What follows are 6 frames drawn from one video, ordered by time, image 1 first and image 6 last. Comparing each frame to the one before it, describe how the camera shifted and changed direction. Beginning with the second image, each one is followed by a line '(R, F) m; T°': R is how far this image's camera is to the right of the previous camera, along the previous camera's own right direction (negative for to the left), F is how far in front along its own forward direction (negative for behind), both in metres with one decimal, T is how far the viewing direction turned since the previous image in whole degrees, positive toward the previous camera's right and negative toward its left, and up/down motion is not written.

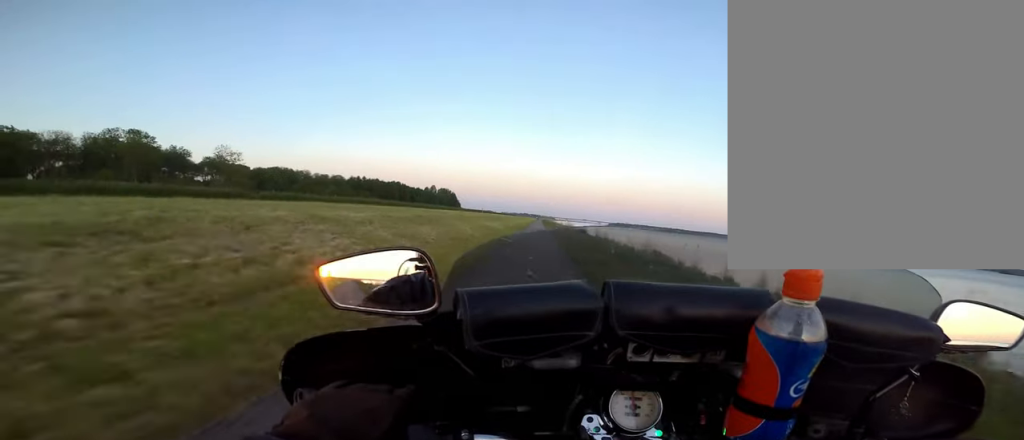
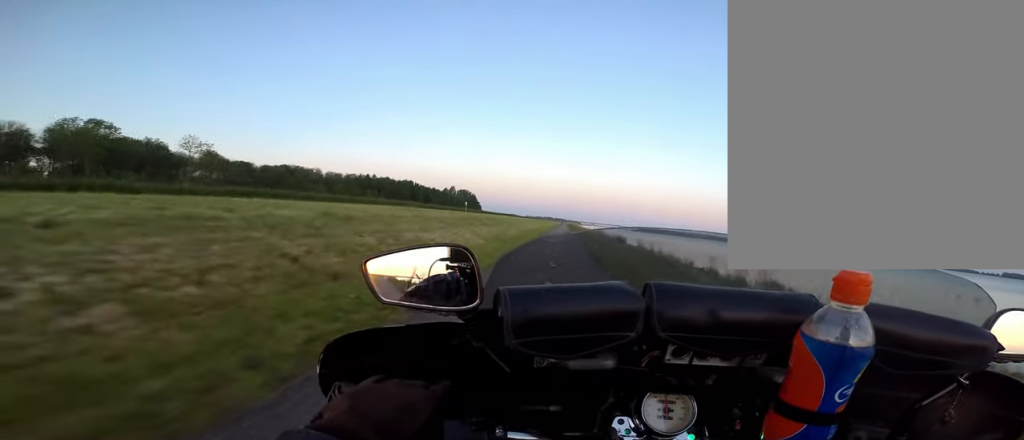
(-0.7, +16.4) m; -2°
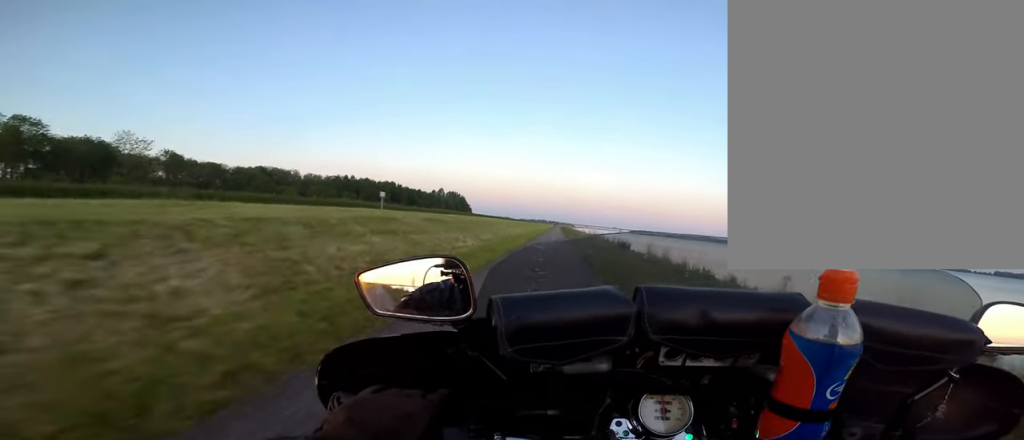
(+0.2, +10.3) m; 0°
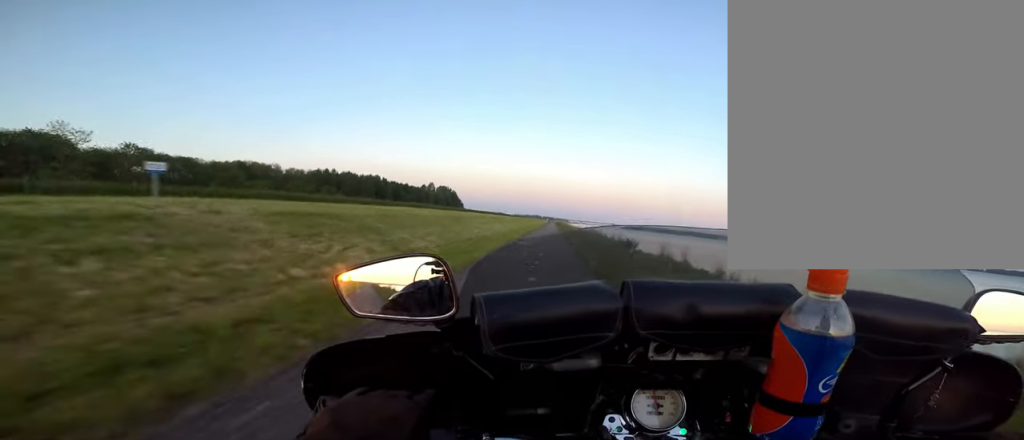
(+0.3, +7.9) m; 0°
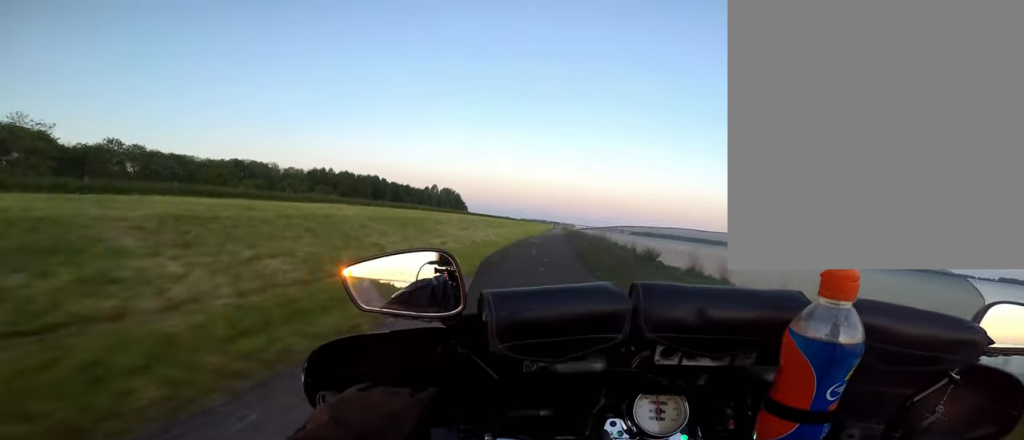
(-0.3, +6.6) m; 0°
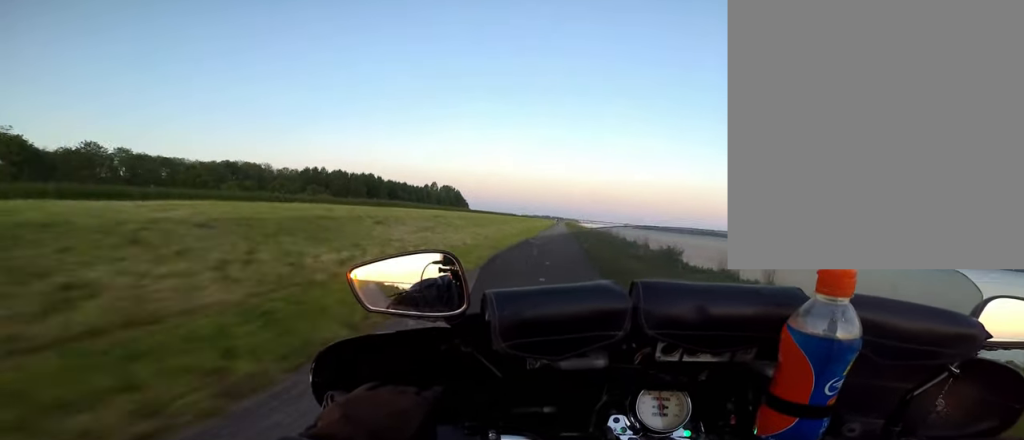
(-0.3, +5.4) m; 0°
